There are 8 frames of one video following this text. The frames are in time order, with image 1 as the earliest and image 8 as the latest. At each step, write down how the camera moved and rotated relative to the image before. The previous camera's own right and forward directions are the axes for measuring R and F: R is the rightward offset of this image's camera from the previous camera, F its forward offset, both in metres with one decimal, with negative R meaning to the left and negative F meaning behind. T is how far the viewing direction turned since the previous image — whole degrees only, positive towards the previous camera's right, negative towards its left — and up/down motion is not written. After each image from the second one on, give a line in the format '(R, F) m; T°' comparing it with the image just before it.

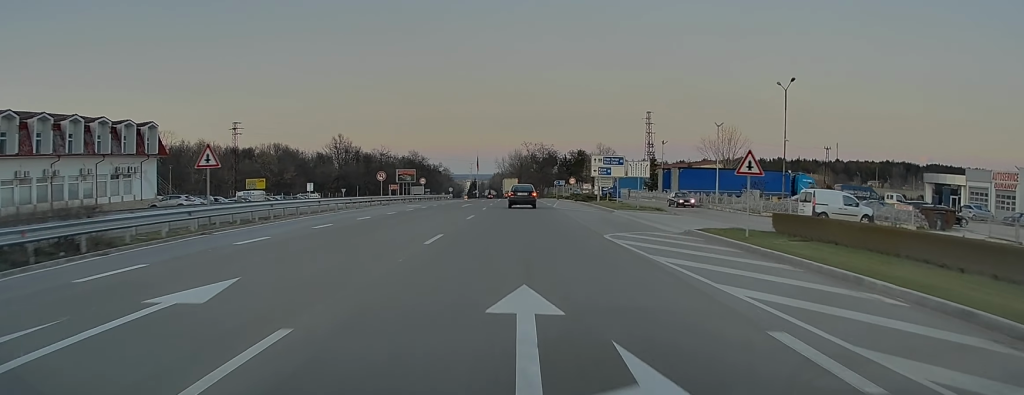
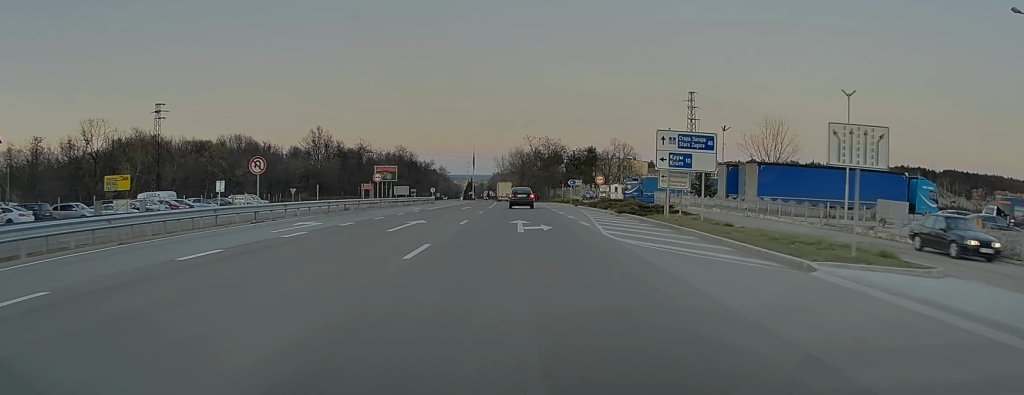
(+0.3, +26.8) m; 0°
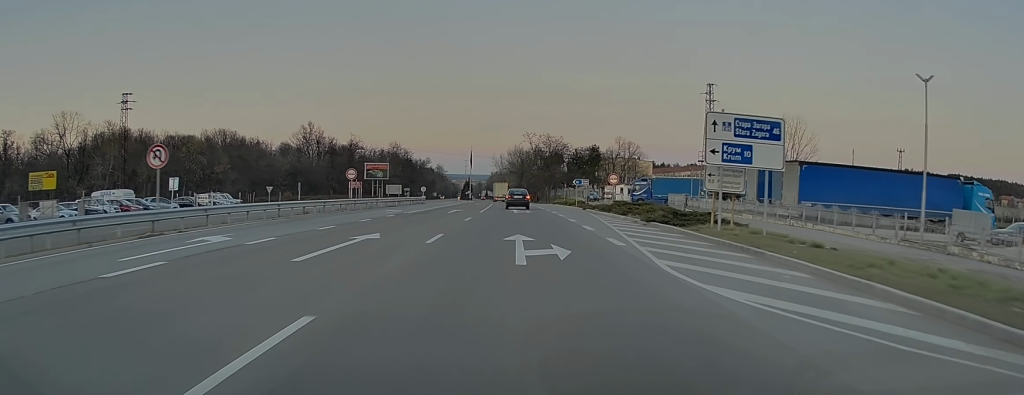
(0.0, +8.3) m; -1°
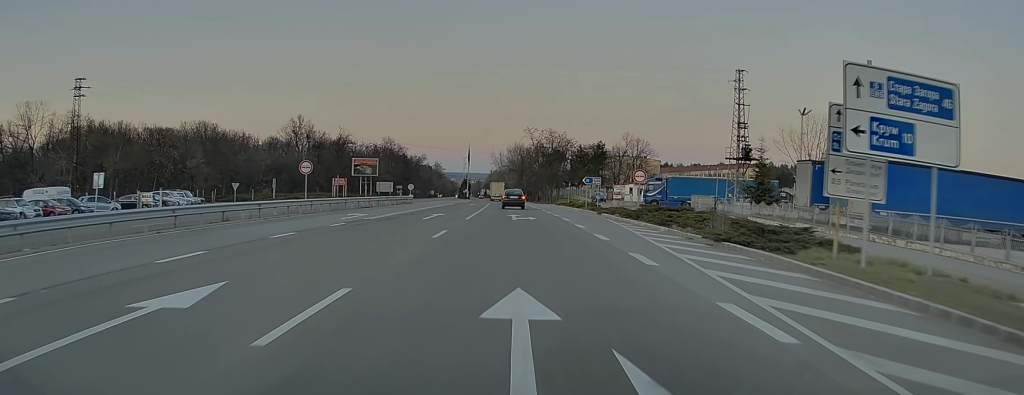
(-0.2, +10.1) m; -1°
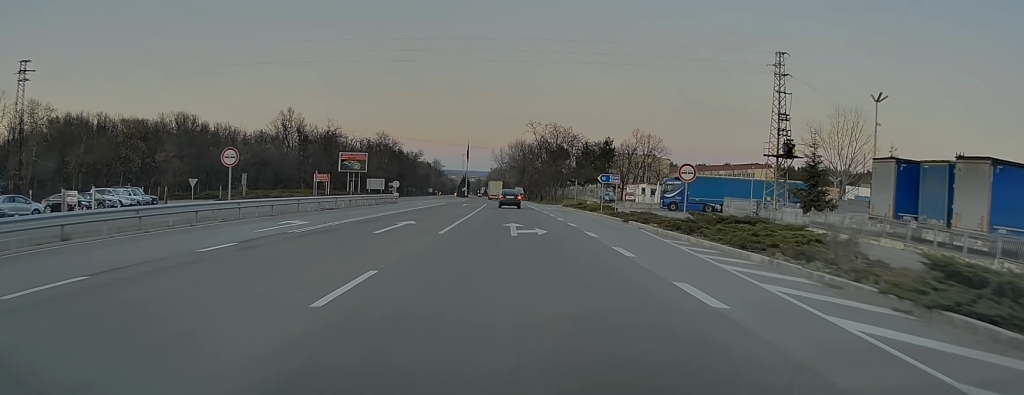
(0.0, +10.1) m; 0°
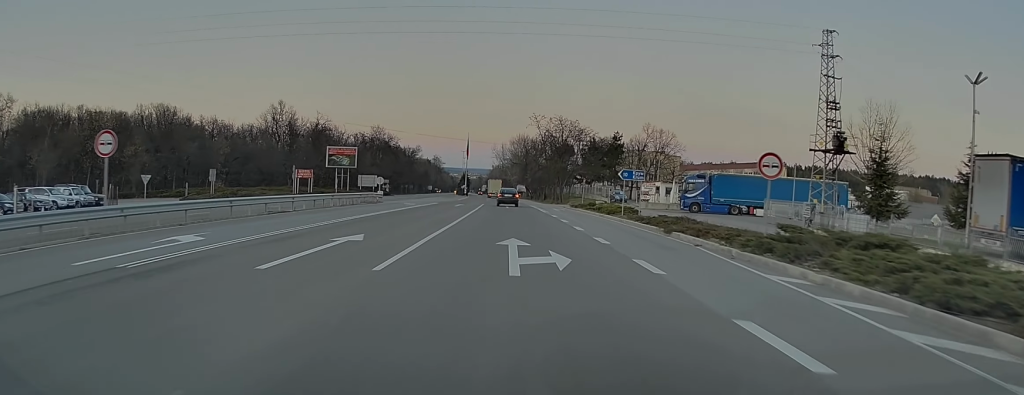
(0.0, +8.7) m; +1°
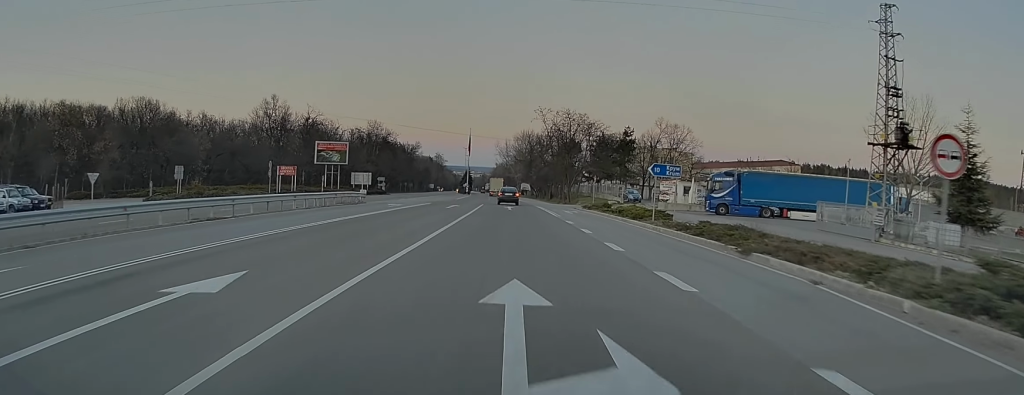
(+0.2, +7.9) m; 0°
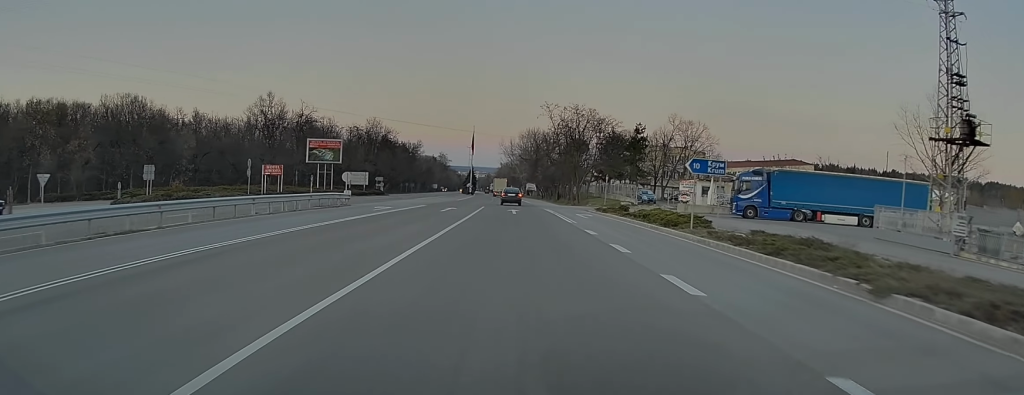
(0.0, +6.2) m; 0°
